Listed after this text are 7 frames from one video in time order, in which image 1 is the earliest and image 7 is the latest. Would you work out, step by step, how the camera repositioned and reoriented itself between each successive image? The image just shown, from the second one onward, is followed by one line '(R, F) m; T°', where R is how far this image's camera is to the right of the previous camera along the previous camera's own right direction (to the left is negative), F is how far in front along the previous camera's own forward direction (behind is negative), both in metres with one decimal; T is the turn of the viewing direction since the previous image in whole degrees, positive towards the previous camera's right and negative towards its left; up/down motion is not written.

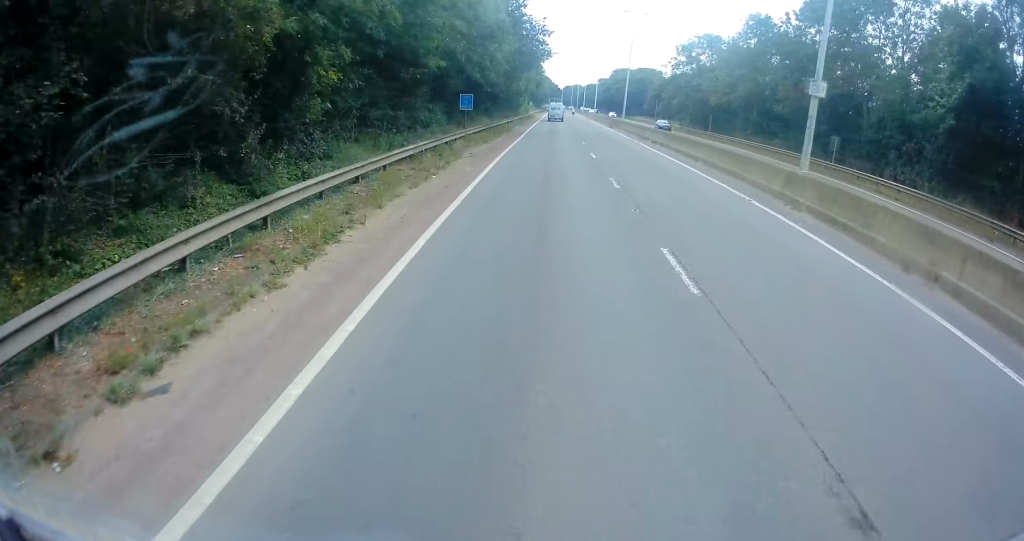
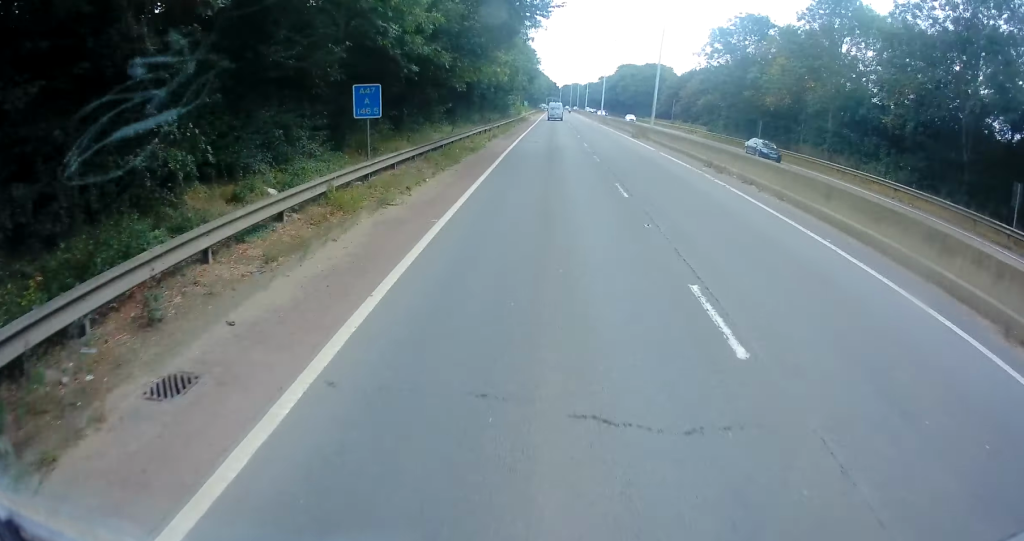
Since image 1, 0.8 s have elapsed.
(+0.1, +19.8) m; 0°
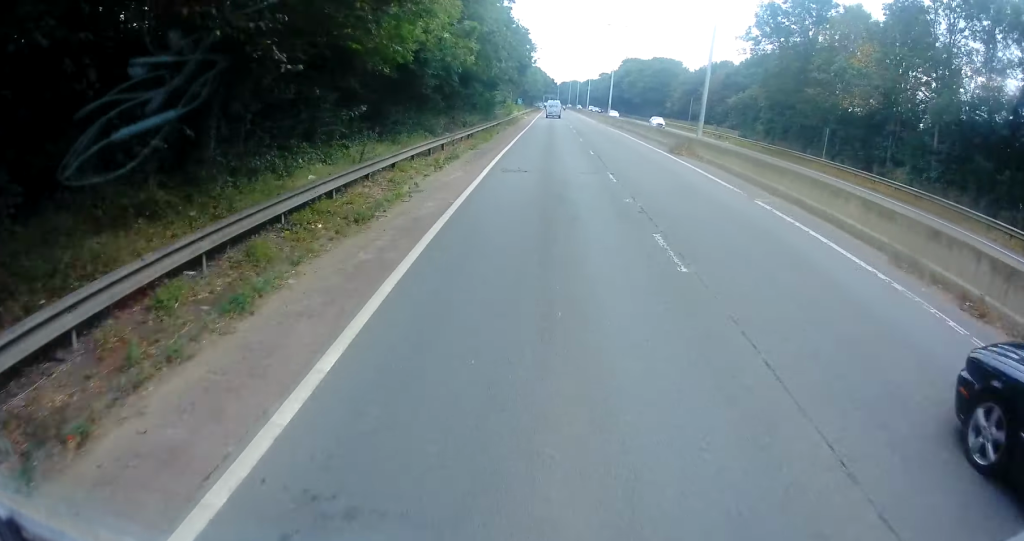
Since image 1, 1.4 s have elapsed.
(+0.3, +15.5) m; 0°
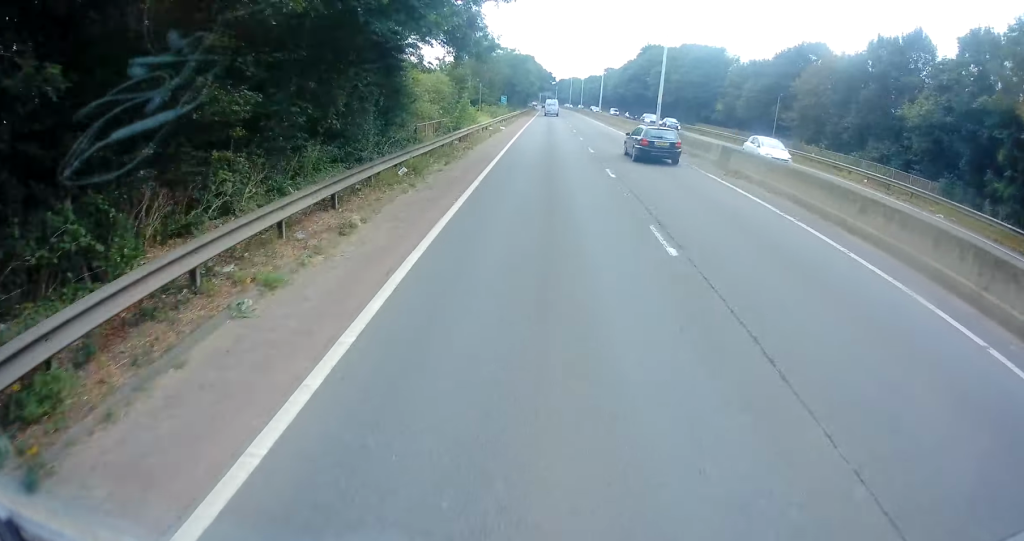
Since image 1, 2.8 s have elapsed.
(-0.7, +37.4) m; 0°
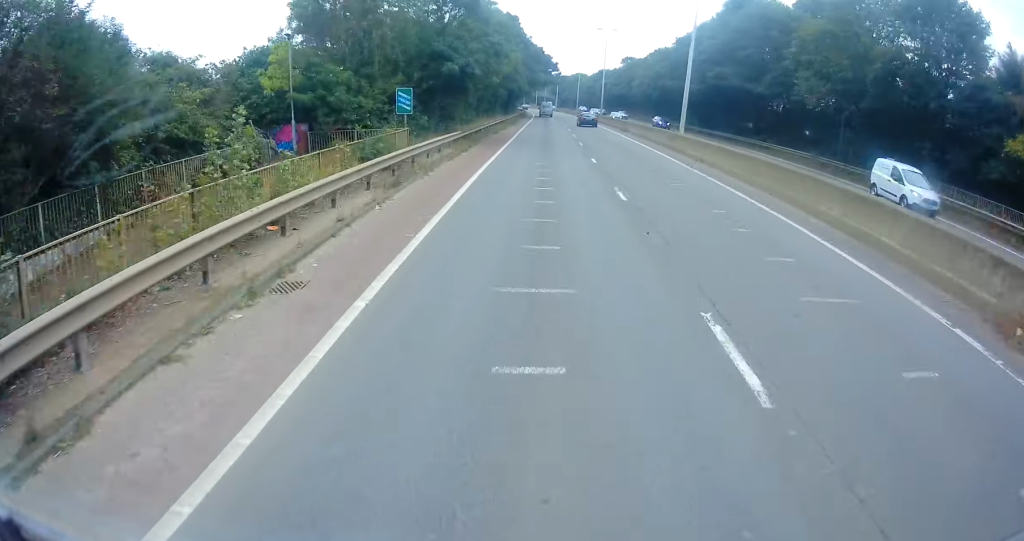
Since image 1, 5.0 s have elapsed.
(+1.4, +57.7) m; +2°
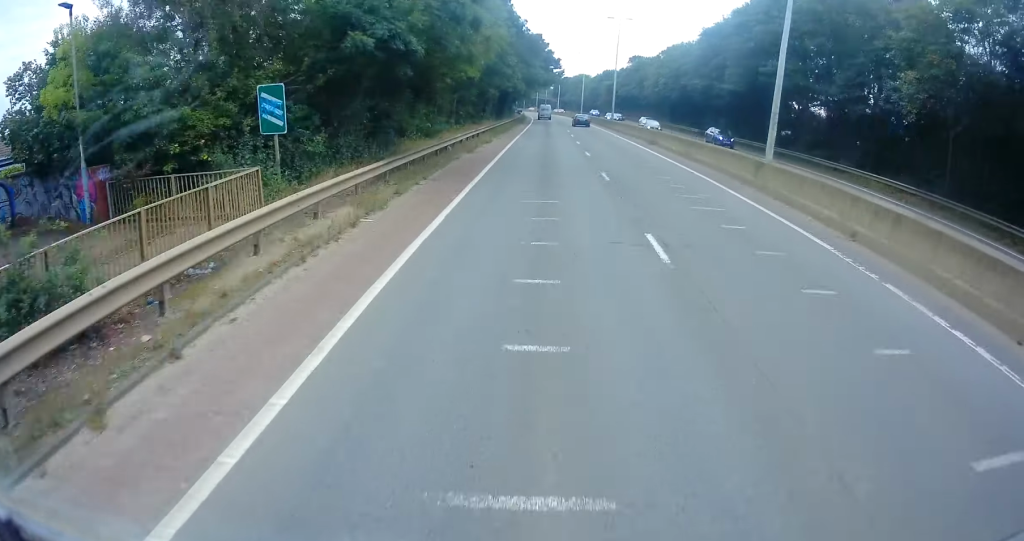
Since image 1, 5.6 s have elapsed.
(0.0, +13.8) m; 0°
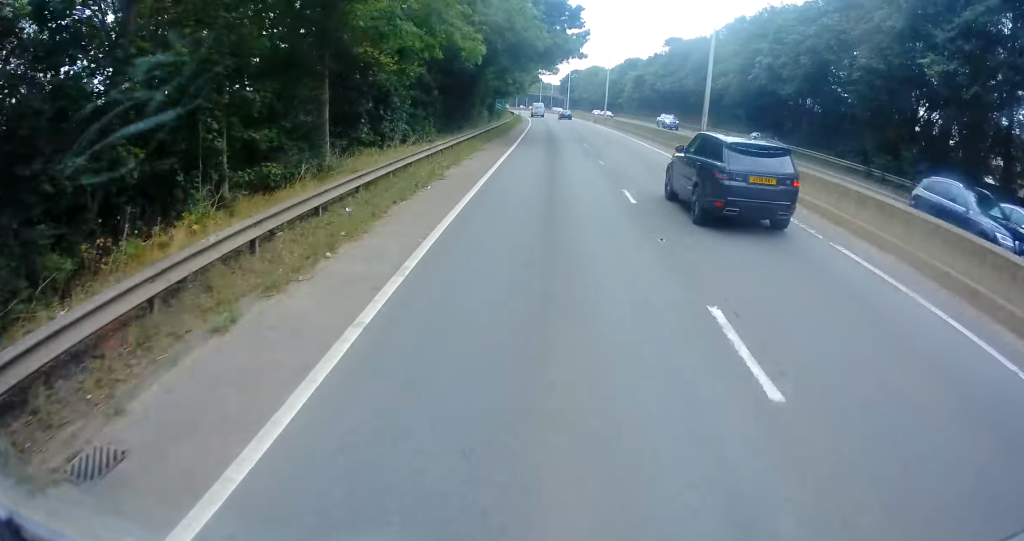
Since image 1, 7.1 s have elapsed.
(0.0, +40.6) m; 0°
